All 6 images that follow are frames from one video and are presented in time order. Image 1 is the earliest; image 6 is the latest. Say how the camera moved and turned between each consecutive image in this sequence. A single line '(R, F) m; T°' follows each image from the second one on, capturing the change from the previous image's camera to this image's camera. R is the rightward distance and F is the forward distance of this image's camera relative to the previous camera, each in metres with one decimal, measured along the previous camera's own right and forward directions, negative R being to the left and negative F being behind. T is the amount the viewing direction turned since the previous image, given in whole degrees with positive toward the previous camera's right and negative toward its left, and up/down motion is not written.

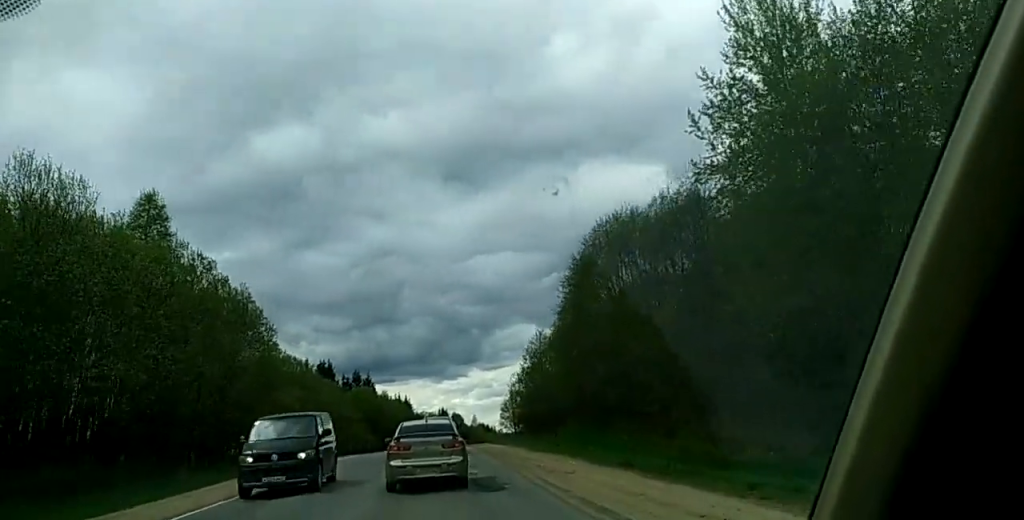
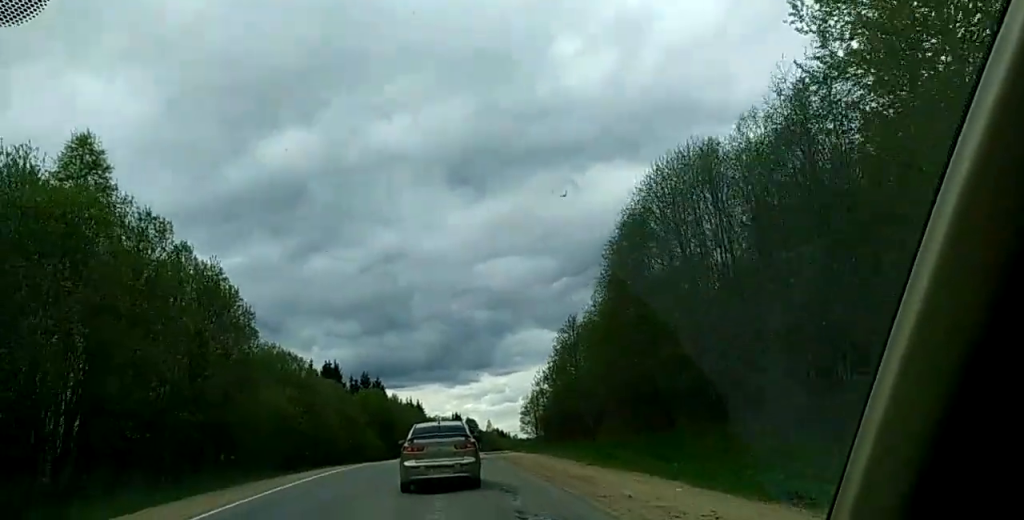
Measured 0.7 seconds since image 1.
(-0.1, +9.4) m; -1°
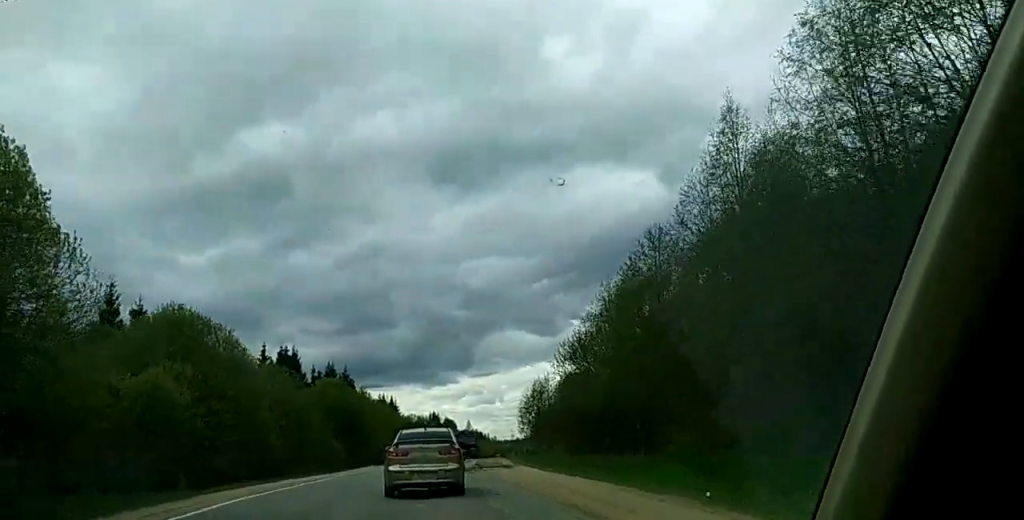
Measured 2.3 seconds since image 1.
(+0.1, +19.8) m; 0°
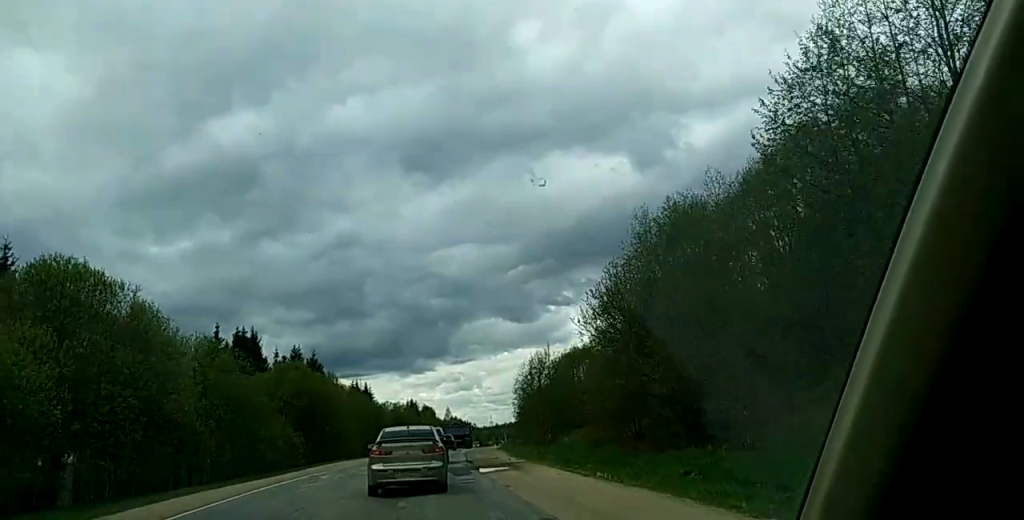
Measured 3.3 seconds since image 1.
(-0.2, +11.1) m; -1°
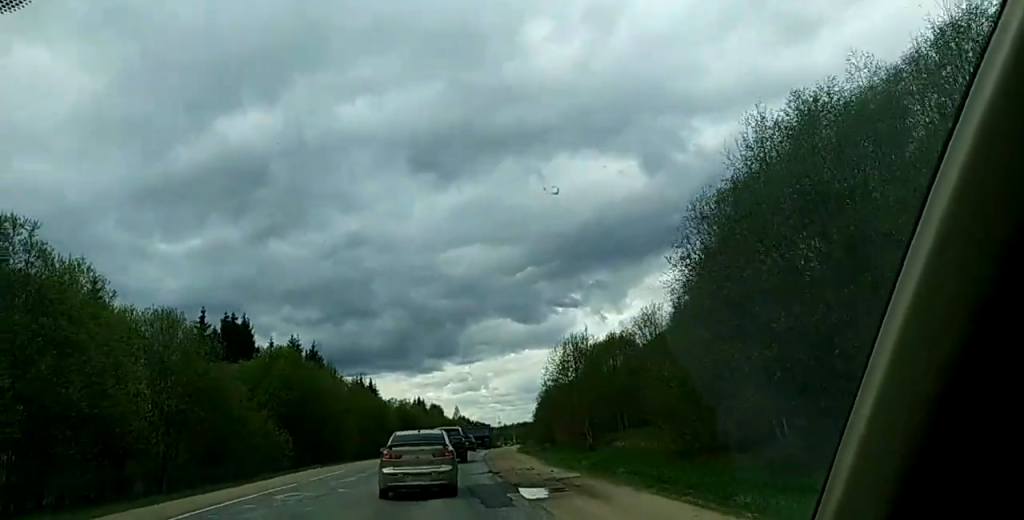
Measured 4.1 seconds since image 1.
(0.0, +9.9) m; +2°
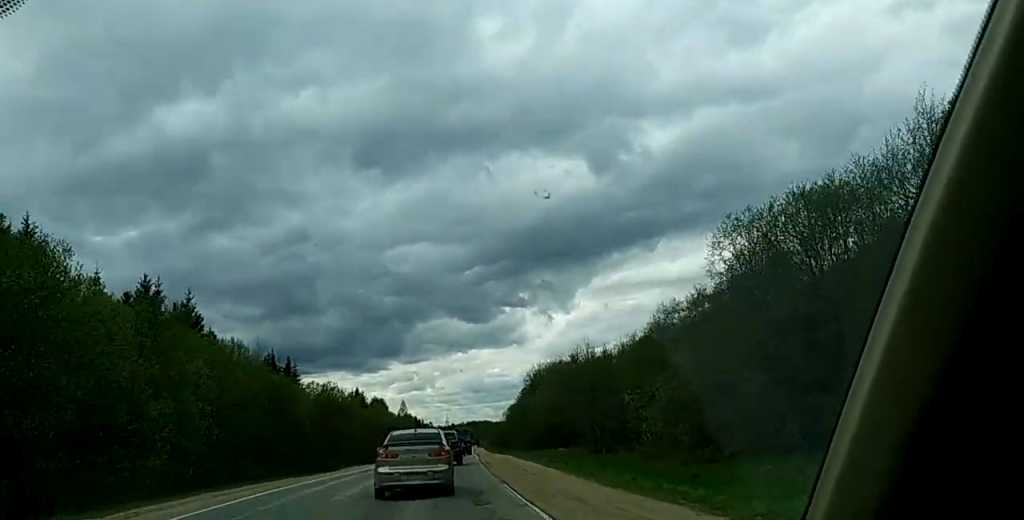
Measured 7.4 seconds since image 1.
(+1.3, +42.2) m; +4°
